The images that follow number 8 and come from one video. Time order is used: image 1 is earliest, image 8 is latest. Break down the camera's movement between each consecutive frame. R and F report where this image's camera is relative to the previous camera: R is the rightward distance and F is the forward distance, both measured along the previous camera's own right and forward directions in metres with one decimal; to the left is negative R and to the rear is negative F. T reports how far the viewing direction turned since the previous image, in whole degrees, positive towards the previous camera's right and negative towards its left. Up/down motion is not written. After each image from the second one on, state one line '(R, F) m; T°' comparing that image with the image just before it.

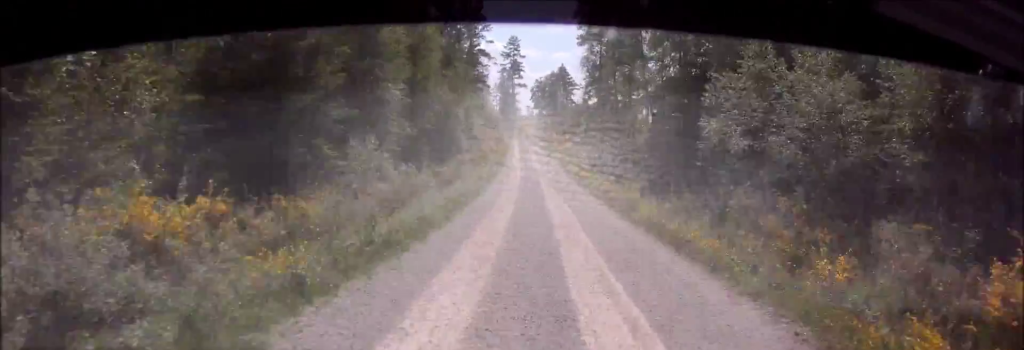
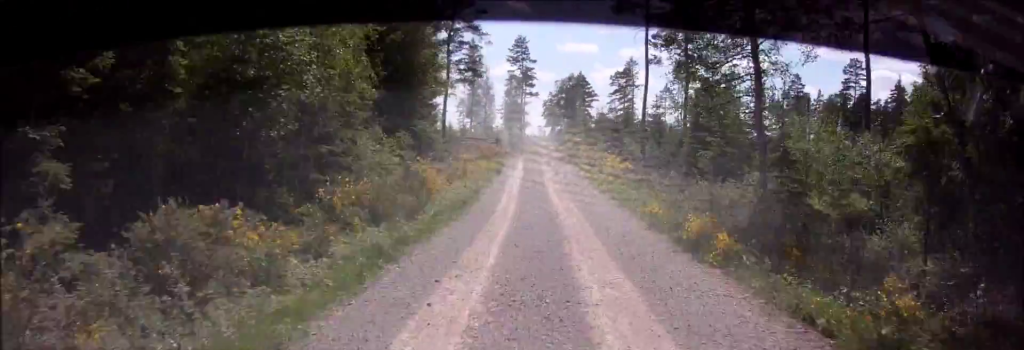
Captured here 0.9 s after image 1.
(-0.1, +32.4) m; -1°
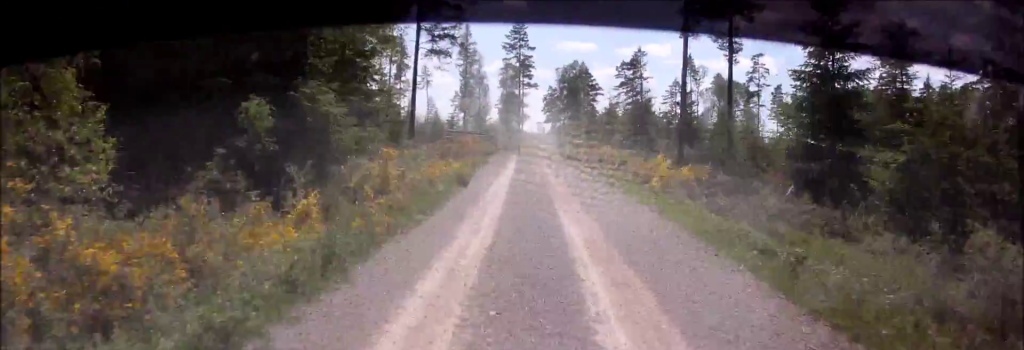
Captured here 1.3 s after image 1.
(-0.1, +15.7) m; 0°
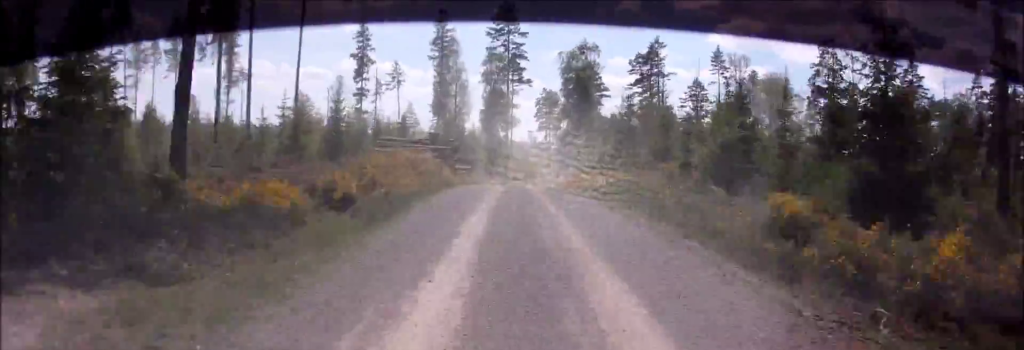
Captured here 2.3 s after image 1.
(-0.2, +35.4) m; 0°
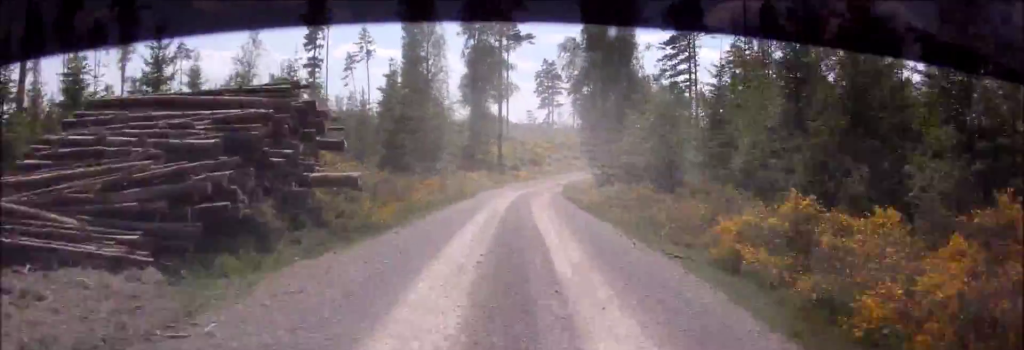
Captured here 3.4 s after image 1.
(+0.3, +33.3) m; +2°
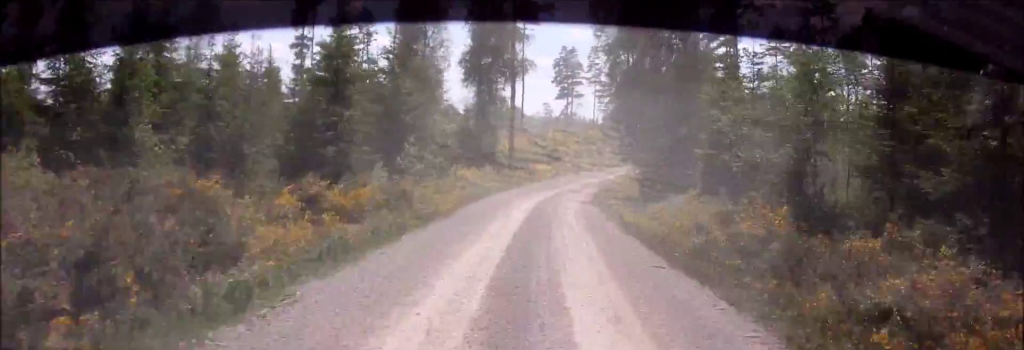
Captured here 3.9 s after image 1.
(+0.1, +14.7) m; +2°
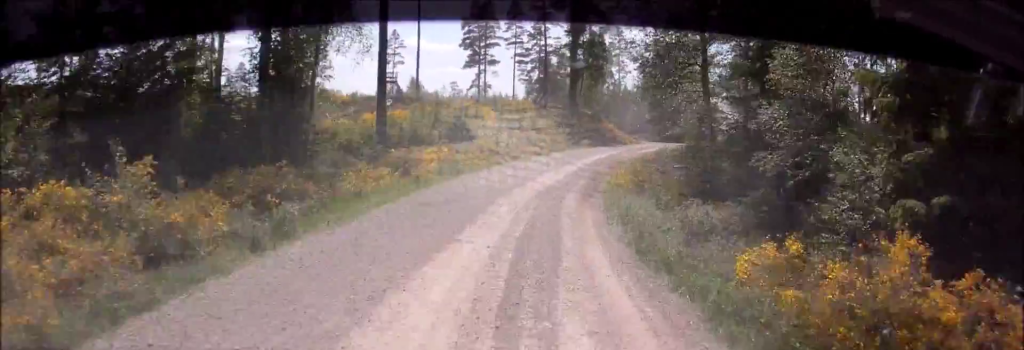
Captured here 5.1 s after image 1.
(+1.8, +31.9) m; +8°
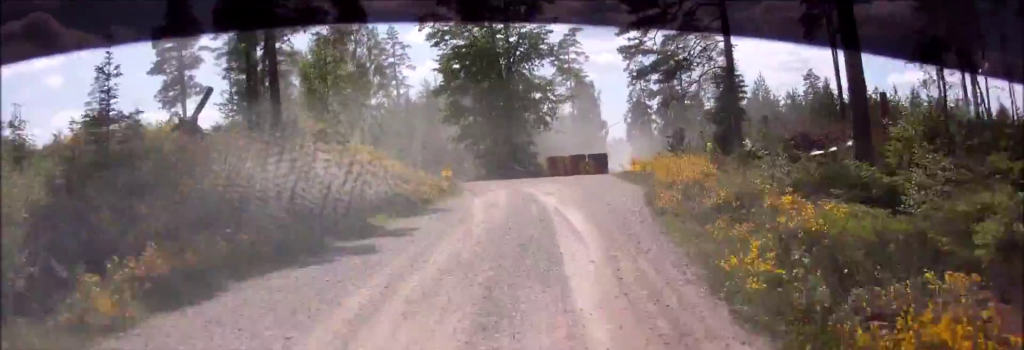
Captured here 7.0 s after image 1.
(+4.6, +41.8) m; +7°
